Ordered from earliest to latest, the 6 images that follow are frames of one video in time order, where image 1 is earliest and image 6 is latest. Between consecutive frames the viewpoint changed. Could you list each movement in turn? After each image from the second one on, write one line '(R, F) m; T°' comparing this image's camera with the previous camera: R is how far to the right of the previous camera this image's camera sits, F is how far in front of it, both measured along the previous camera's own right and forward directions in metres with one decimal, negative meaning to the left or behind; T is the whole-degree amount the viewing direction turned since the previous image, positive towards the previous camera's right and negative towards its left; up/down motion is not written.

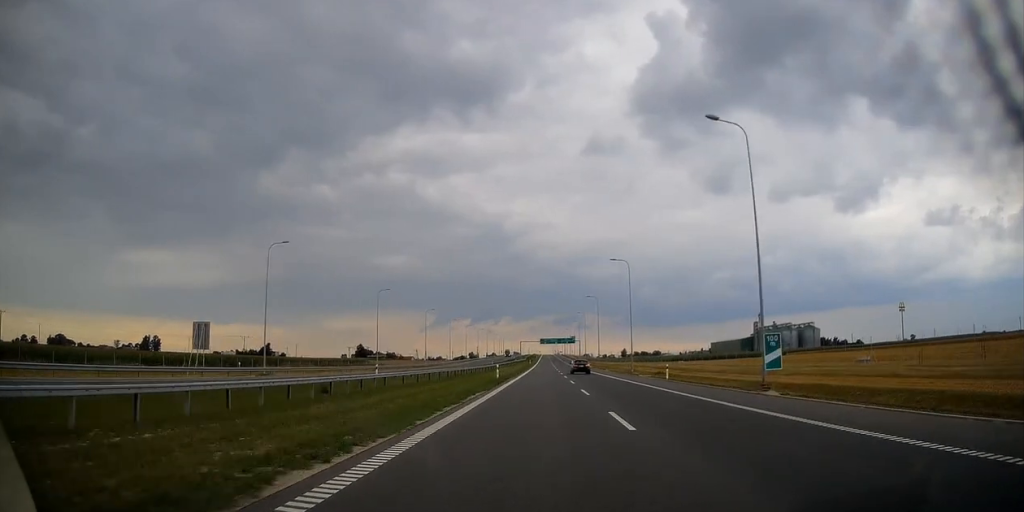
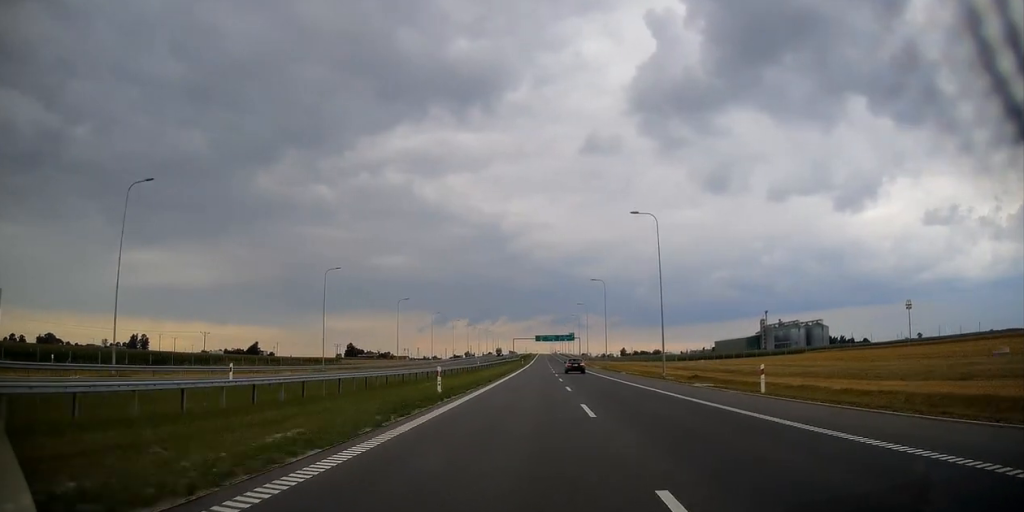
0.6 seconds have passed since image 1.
(0.0, +21.5) m; 0°
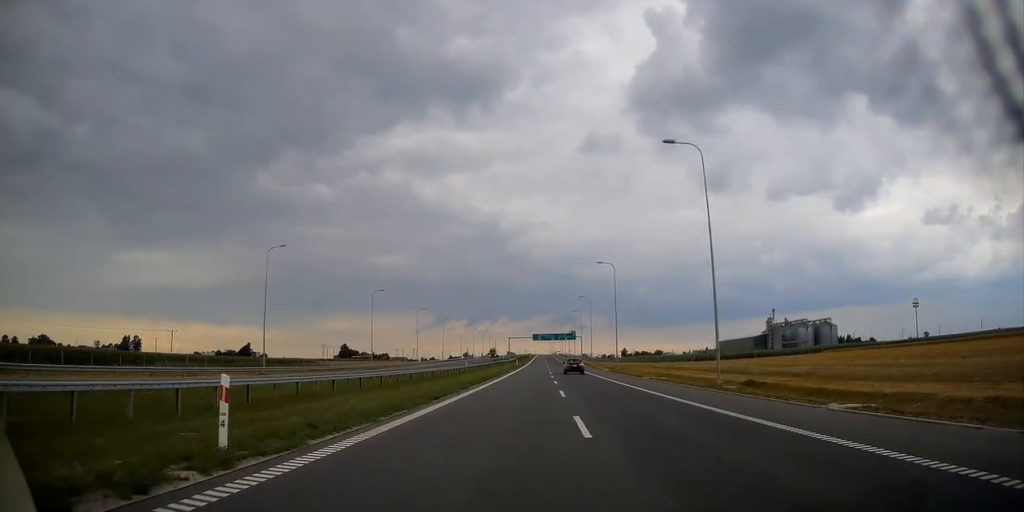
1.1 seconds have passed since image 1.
(+0.1, +15.8) m; 0°
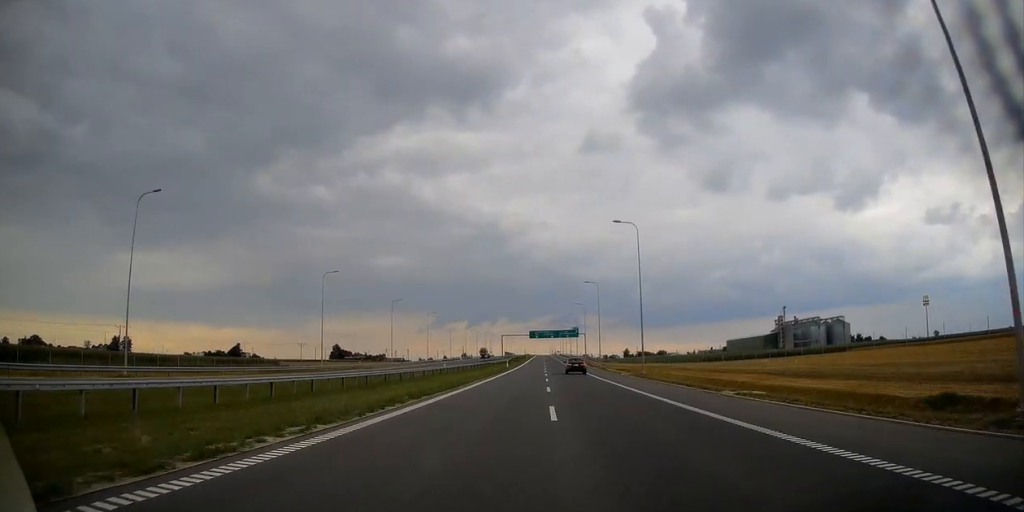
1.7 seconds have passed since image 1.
(0.0, +21.2) m; 0°
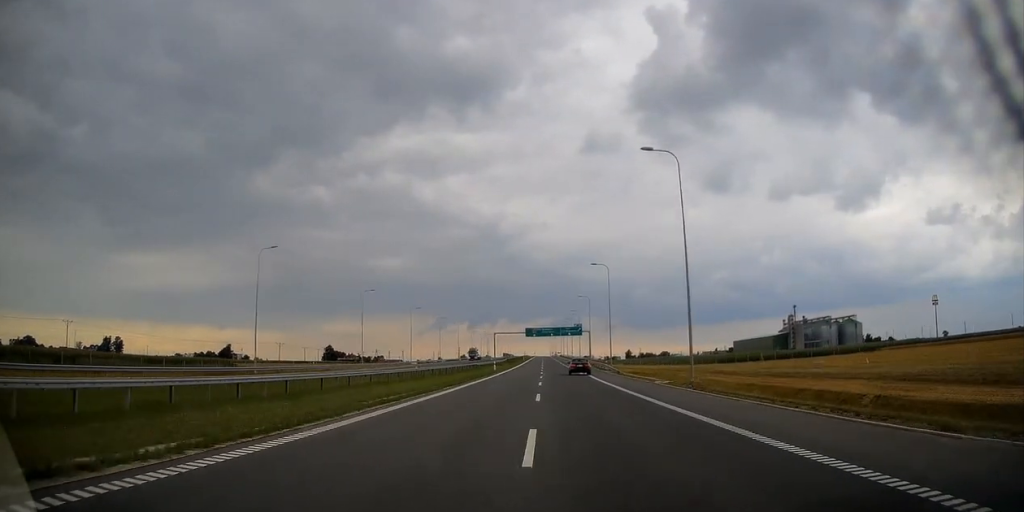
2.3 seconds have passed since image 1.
(0.0, +17.8) m; 0°
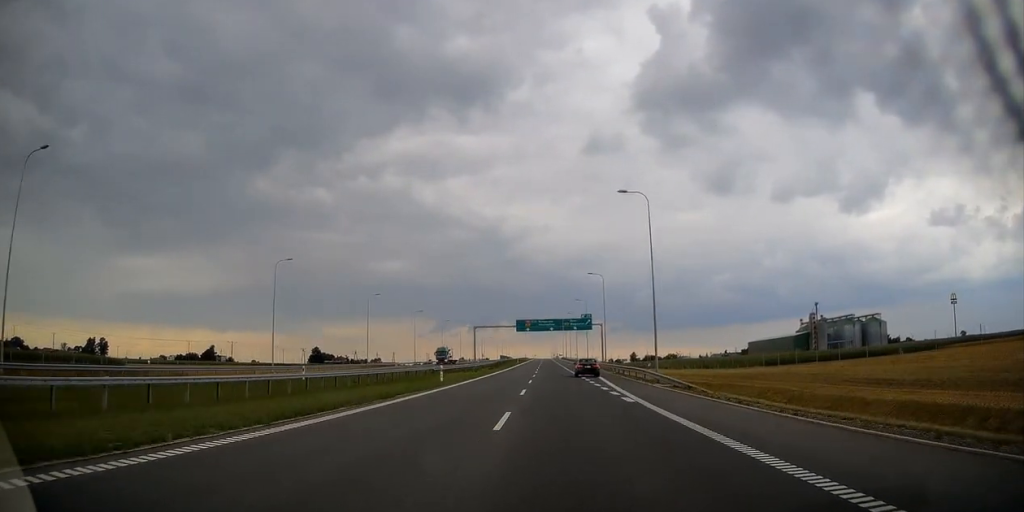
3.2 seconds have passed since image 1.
(+0.1, +32.1) m; 0°
